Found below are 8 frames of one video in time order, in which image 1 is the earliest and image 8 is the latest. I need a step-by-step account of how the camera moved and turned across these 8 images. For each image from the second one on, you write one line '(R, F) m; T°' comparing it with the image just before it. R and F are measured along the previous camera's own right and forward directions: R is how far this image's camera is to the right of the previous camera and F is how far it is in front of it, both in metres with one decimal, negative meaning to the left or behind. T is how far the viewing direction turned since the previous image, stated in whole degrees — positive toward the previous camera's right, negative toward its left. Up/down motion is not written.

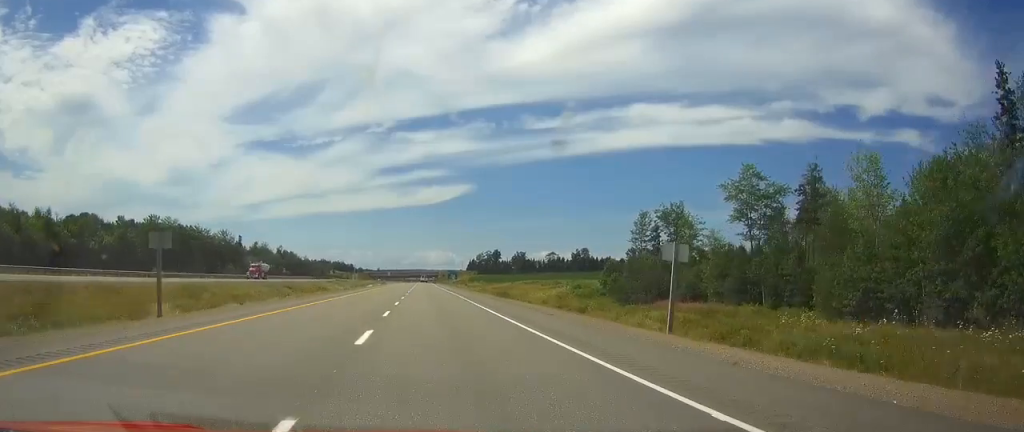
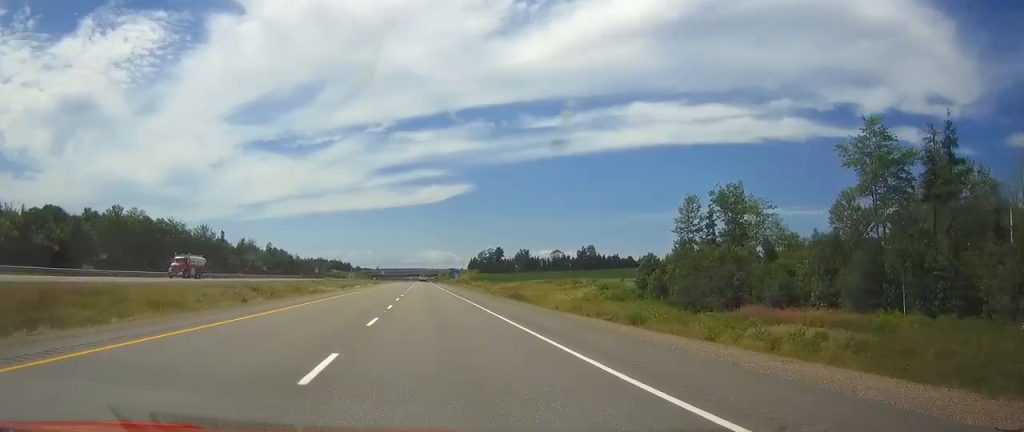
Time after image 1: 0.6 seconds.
(0.0, +22.4) m; 0°
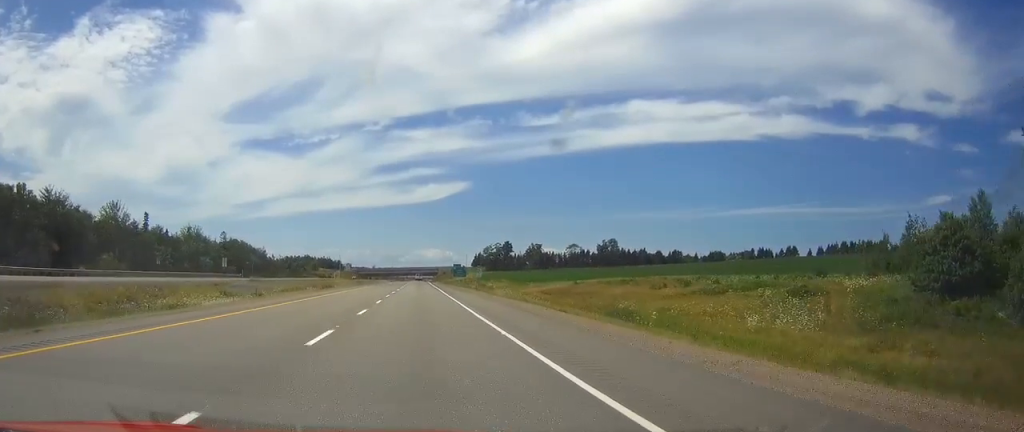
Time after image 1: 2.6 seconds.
(0.0, +68.4) m; 0°
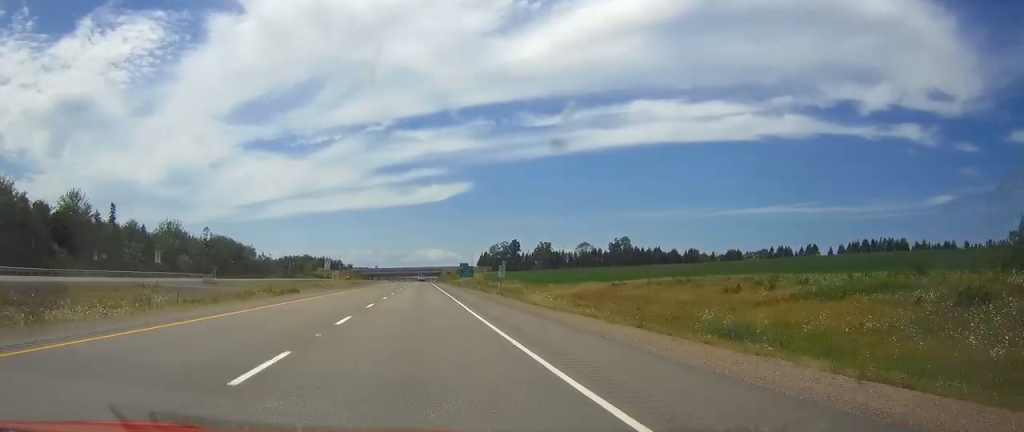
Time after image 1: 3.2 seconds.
(0.0, +22.4) m; 0°
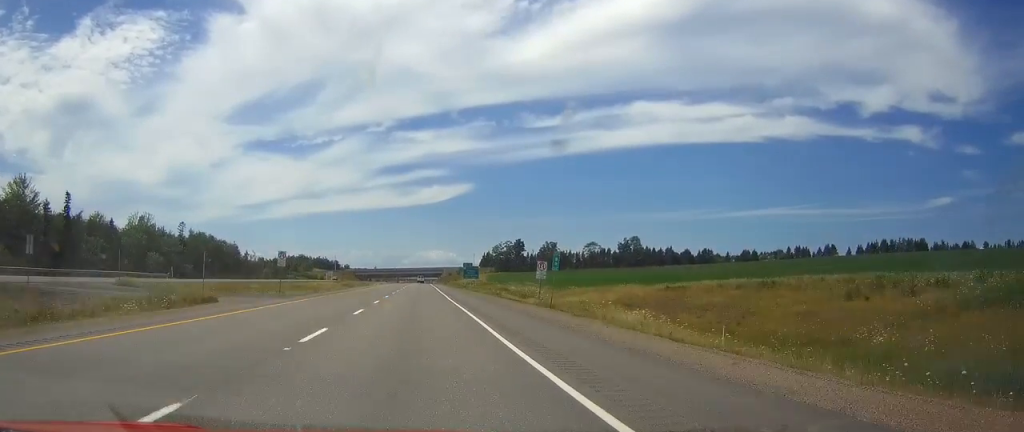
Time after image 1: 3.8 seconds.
(0.0, +22.3) m; 0°
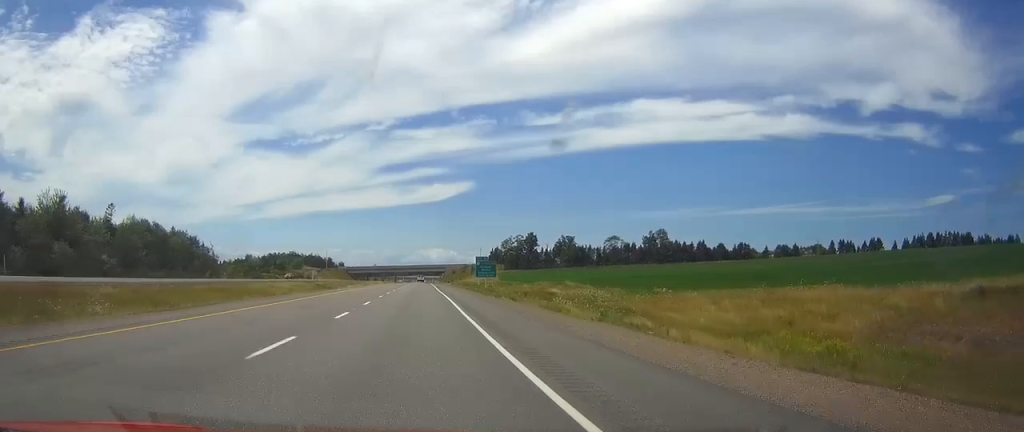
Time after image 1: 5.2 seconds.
(+0.1, +47.6) m; 0°
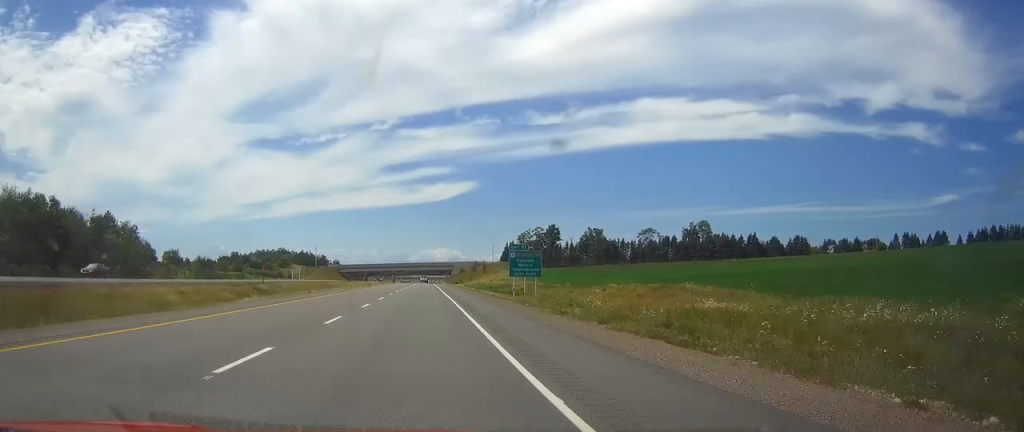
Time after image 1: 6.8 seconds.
(-0.2, +56.0) m; 0°
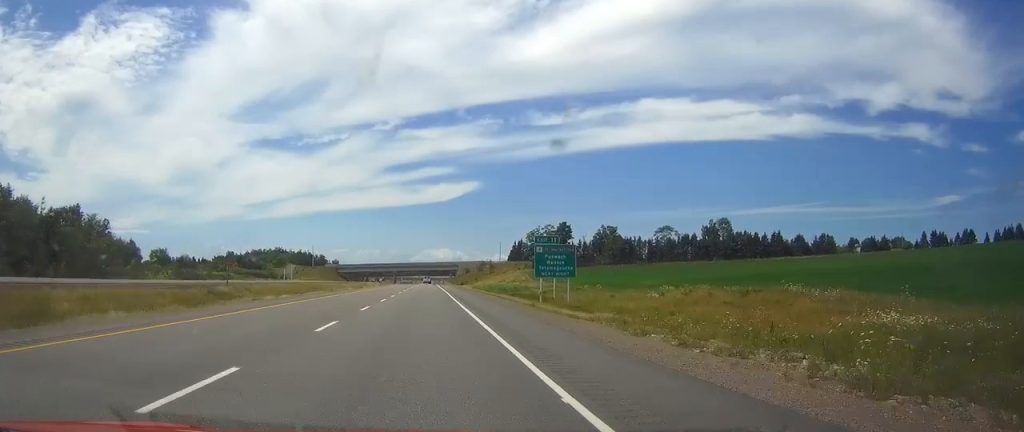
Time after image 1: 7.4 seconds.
(0.0, +20.4) m; 0°
